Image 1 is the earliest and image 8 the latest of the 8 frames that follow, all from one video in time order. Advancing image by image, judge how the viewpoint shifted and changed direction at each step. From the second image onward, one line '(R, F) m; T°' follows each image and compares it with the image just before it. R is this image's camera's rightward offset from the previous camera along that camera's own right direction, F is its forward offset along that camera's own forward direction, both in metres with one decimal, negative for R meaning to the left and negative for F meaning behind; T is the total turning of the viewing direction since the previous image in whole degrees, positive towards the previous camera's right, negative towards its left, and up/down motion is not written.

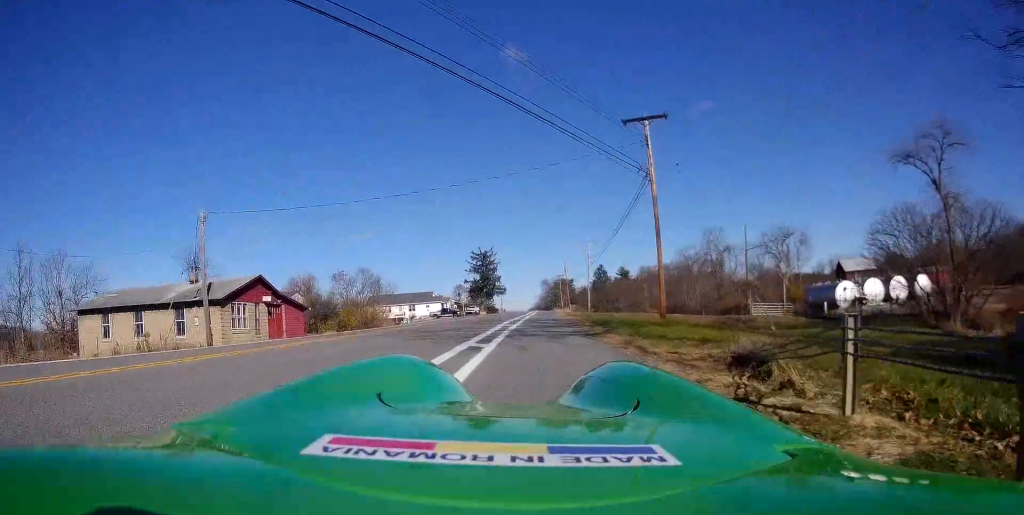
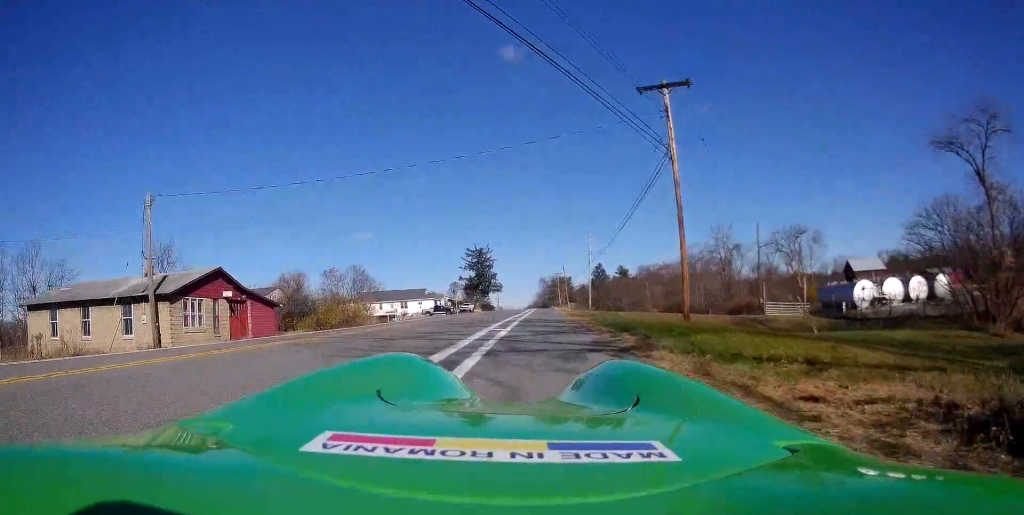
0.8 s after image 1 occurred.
(-0.2, +5.0) m; -1°
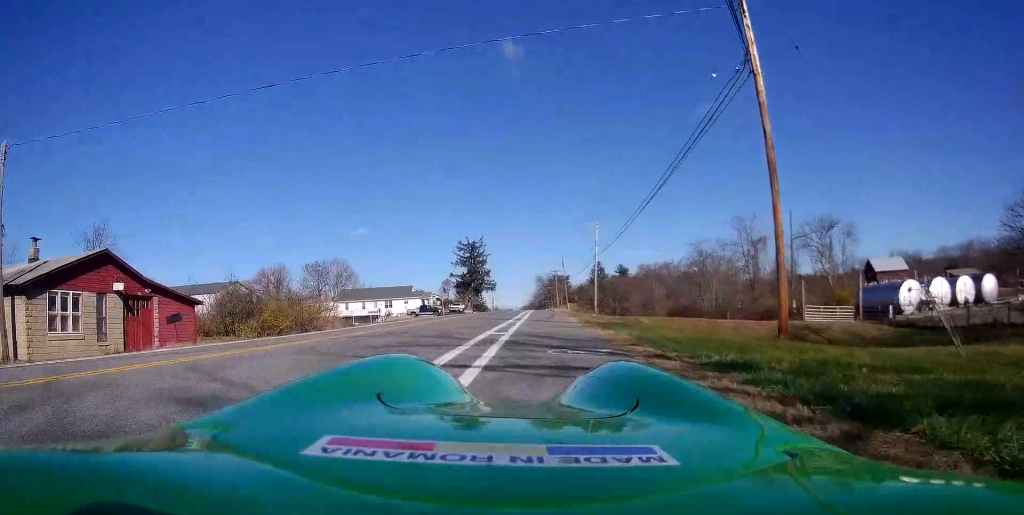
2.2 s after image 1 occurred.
(-0.1, +9.9) m; -1°
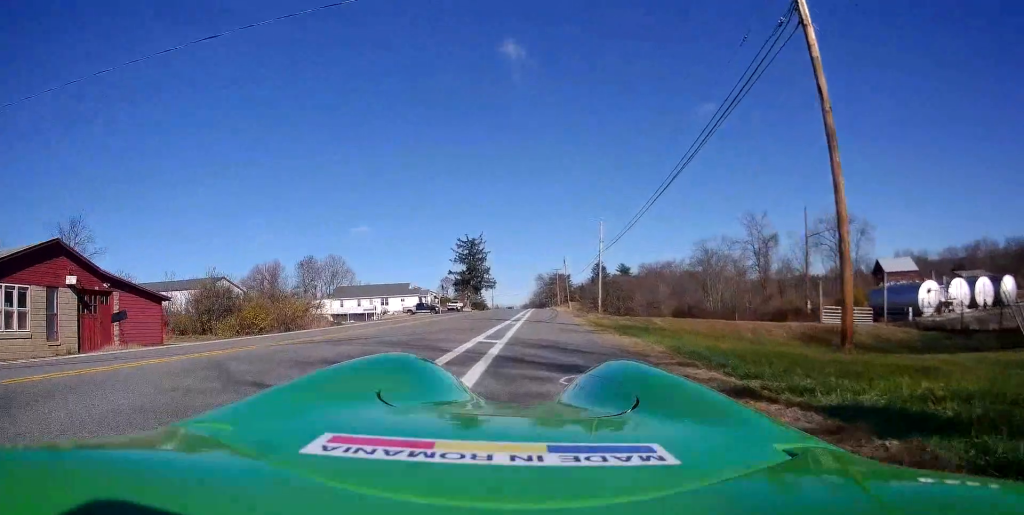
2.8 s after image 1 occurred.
(-0.1, +3.2) m; -1°
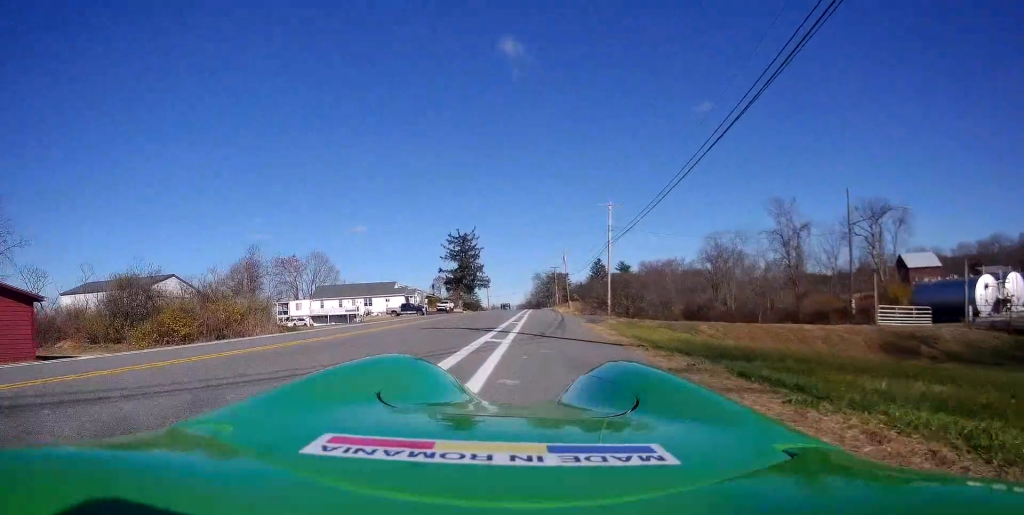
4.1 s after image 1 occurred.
(-0.1, +8.6) m; +3°
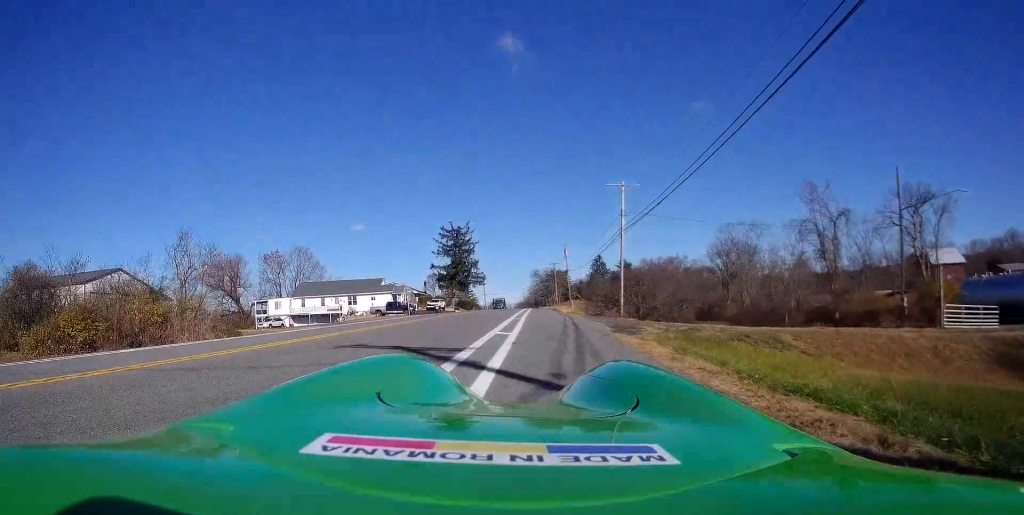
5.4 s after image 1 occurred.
(+0.6, +7.7) m; +6°
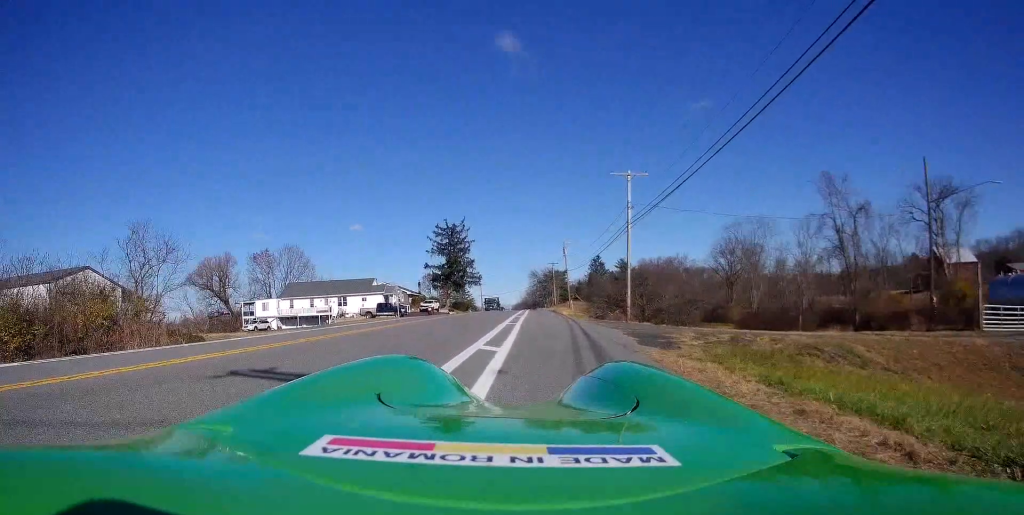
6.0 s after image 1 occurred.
(+0.2, +3.6) m; 0°
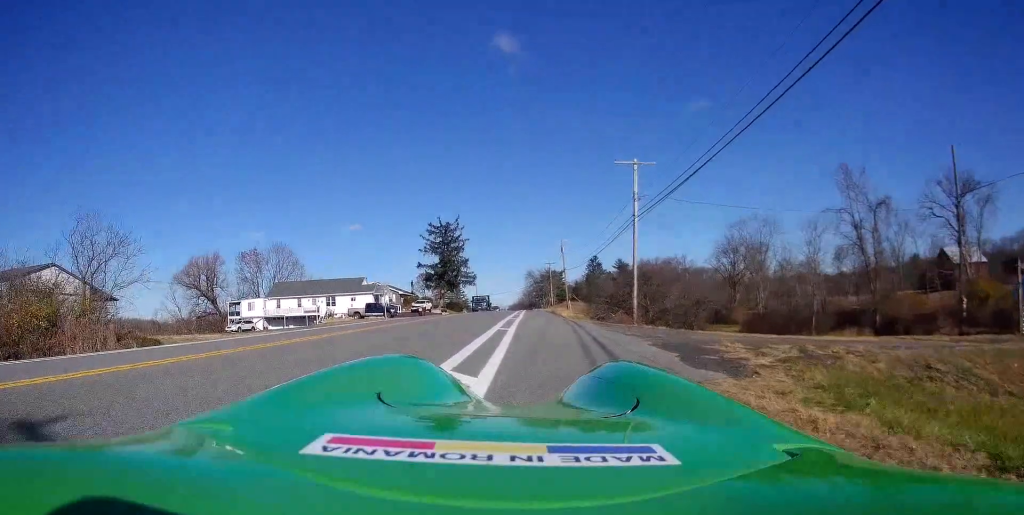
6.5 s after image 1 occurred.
(-0.1, +3.6) m; -1°
